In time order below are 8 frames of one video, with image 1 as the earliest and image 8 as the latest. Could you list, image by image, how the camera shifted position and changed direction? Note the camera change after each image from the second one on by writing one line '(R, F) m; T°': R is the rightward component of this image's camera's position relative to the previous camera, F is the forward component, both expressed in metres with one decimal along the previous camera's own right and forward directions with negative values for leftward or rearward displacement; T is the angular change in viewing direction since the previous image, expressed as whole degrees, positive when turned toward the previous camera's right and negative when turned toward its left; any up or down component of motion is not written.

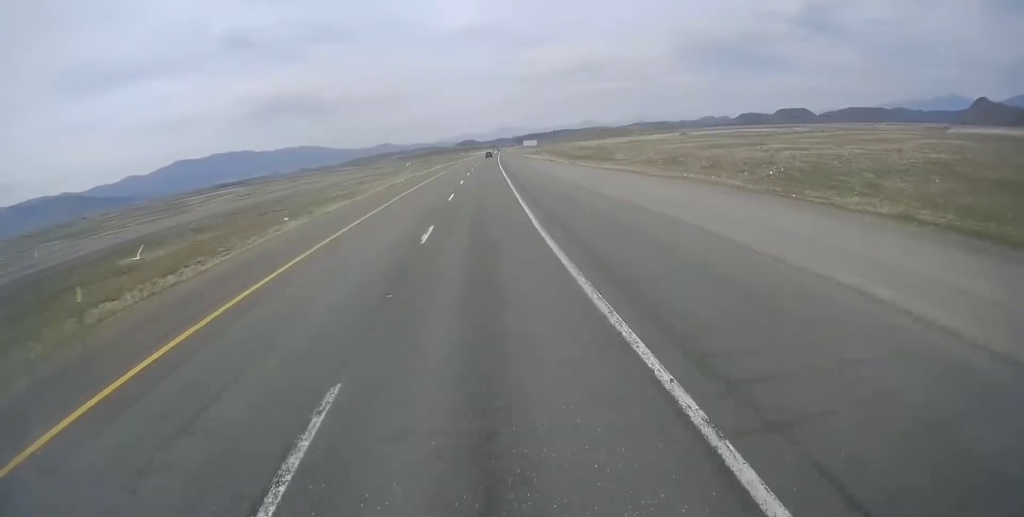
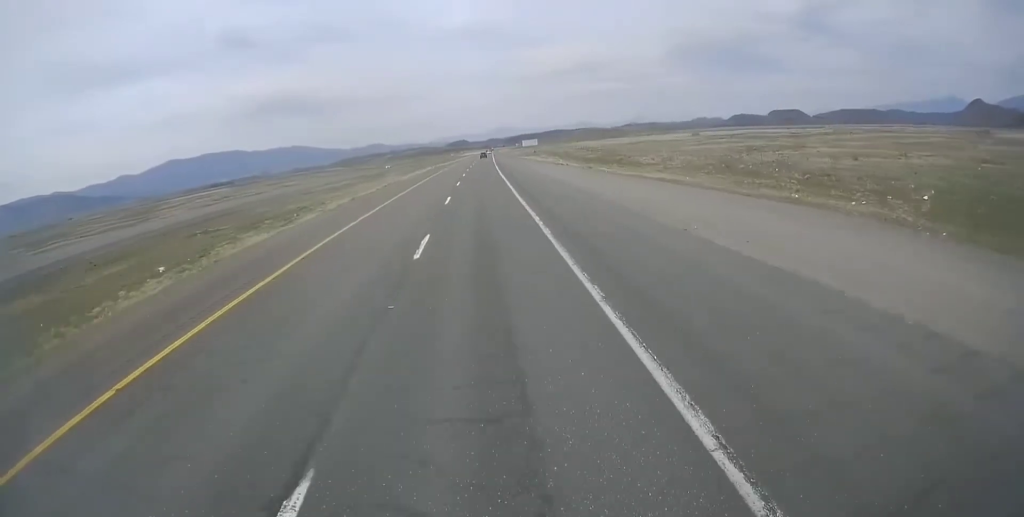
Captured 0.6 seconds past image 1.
(+0.2, +16.0) m; 0°
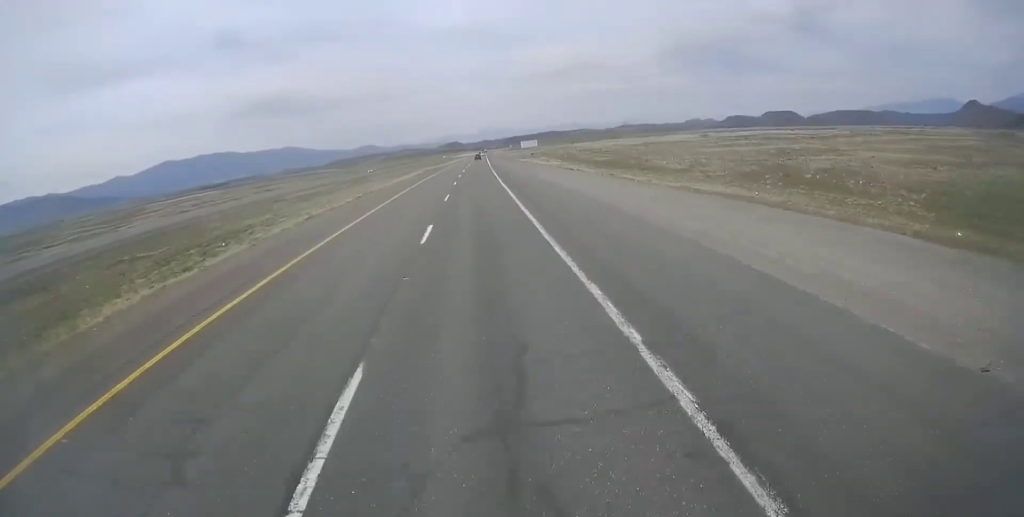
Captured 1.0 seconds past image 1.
(+0.3, +11.6) m; 0°
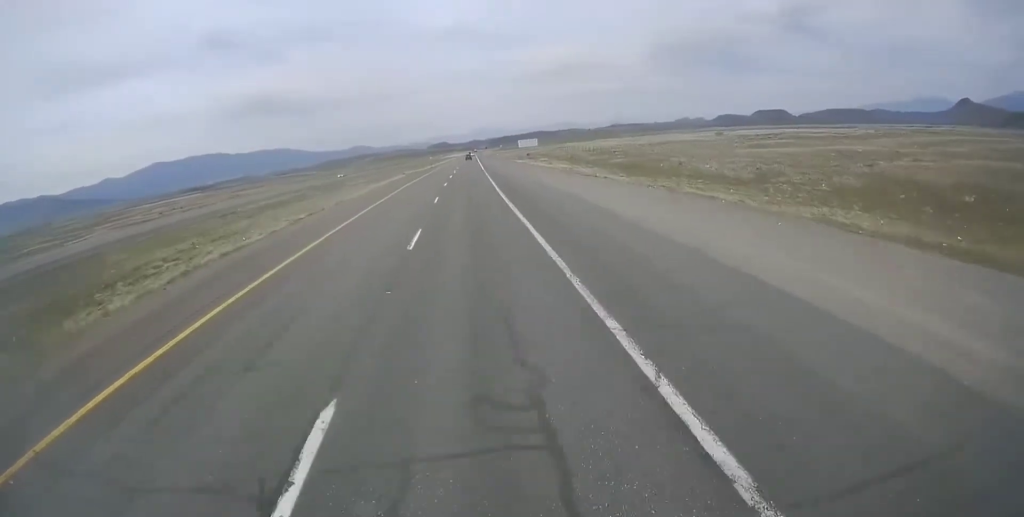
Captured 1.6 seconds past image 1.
(-0.1, +16.2) m; 0°
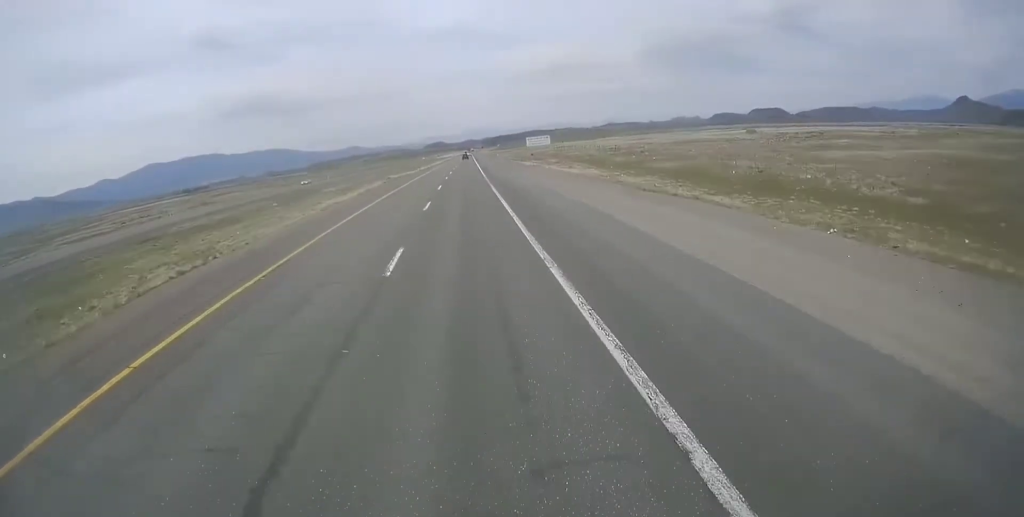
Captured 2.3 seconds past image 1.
(-0.2, +18.1) m; 0°
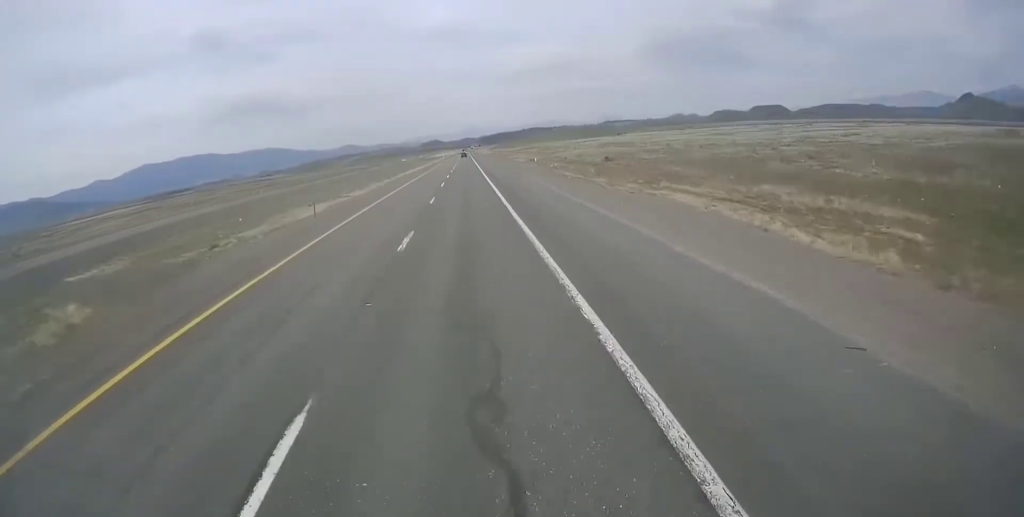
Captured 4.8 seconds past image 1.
(+2.4, +70.2) m; +2°
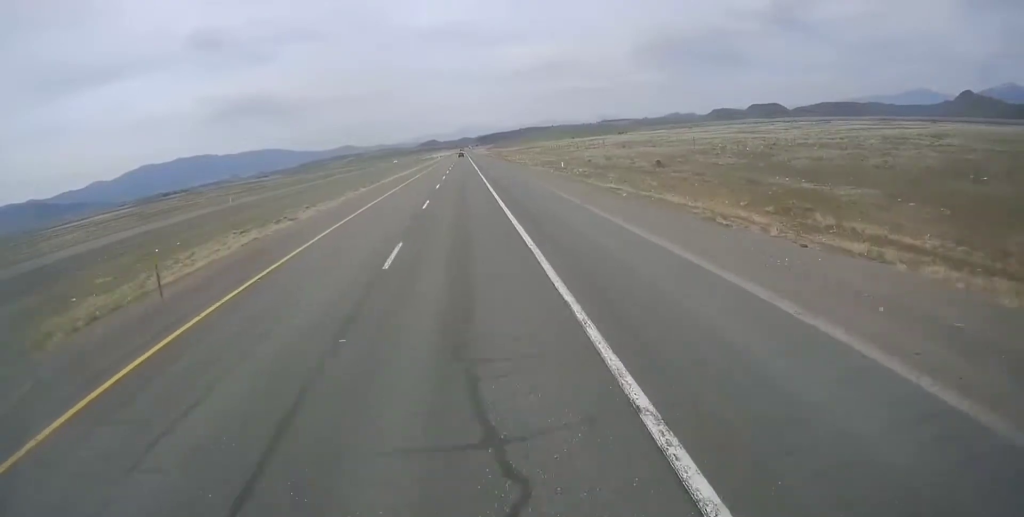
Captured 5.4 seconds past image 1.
(0.0, +16.8) m; 0°
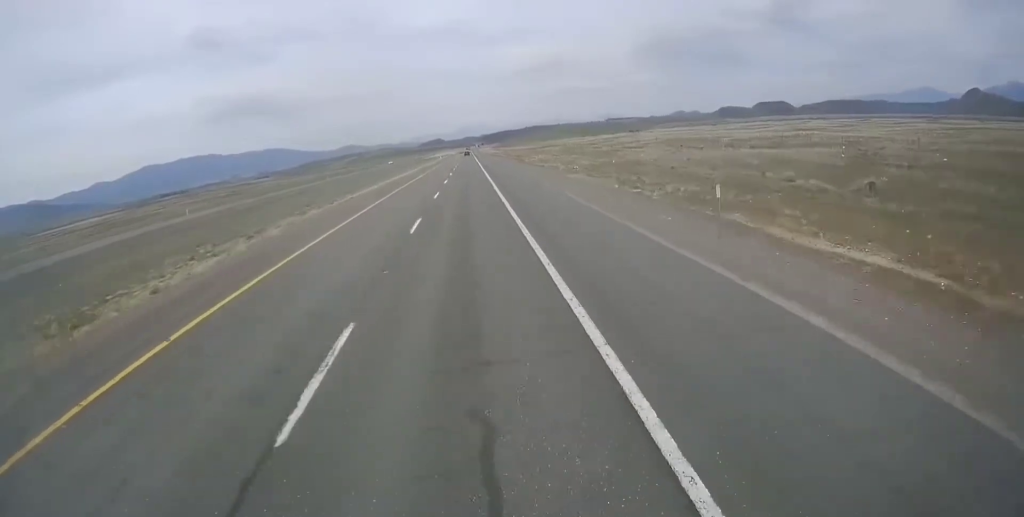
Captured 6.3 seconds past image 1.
(-0.3, +23.3) m; 0°
